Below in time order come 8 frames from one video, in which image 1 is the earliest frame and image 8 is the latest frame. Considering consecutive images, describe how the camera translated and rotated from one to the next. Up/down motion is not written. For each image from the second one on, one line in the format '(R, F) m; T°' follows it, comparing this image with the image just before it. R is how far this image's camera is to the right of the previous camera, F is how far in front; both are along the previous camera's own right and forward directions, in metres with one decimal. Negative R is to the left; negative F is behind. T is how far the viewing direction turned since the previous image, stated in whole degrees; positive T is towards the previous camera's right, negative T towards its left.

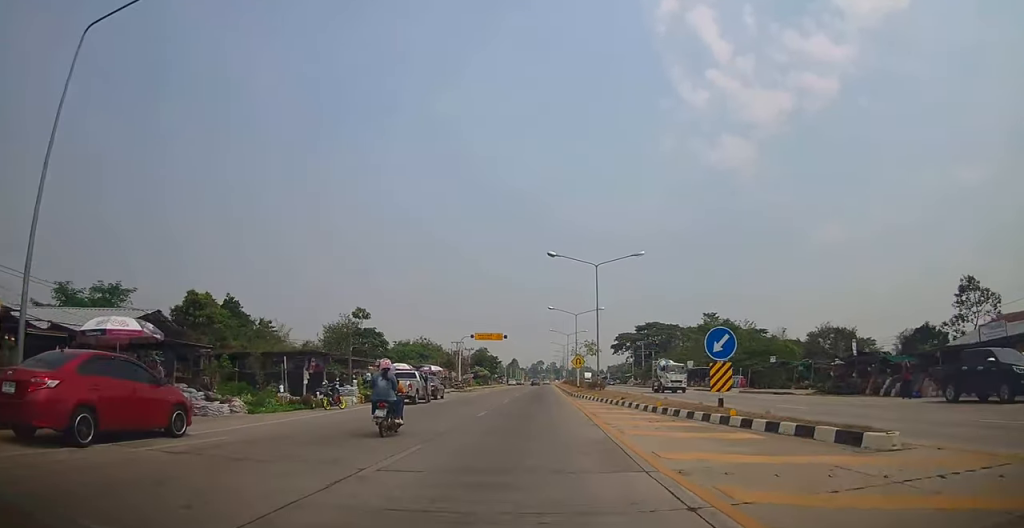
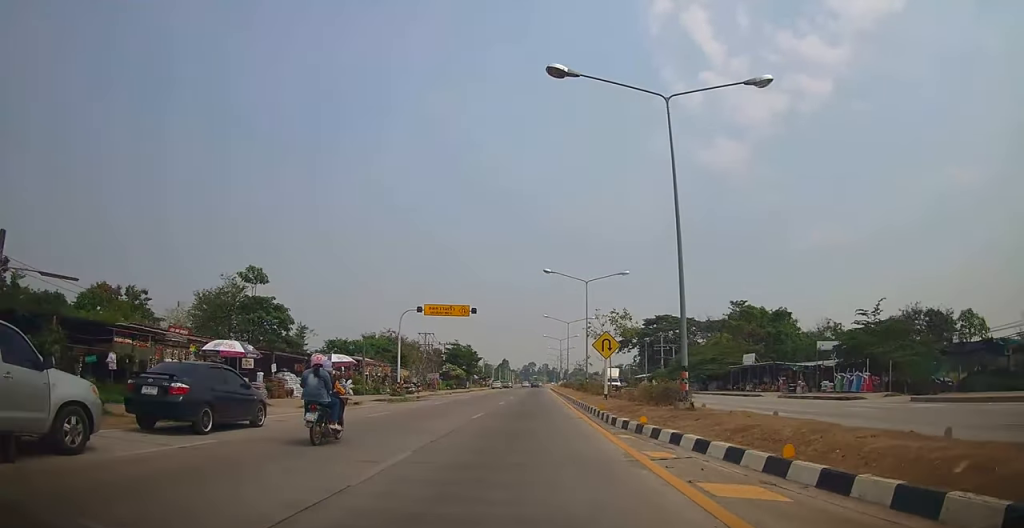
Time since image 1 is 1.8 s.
(-1.1, +24.6) m; -2°
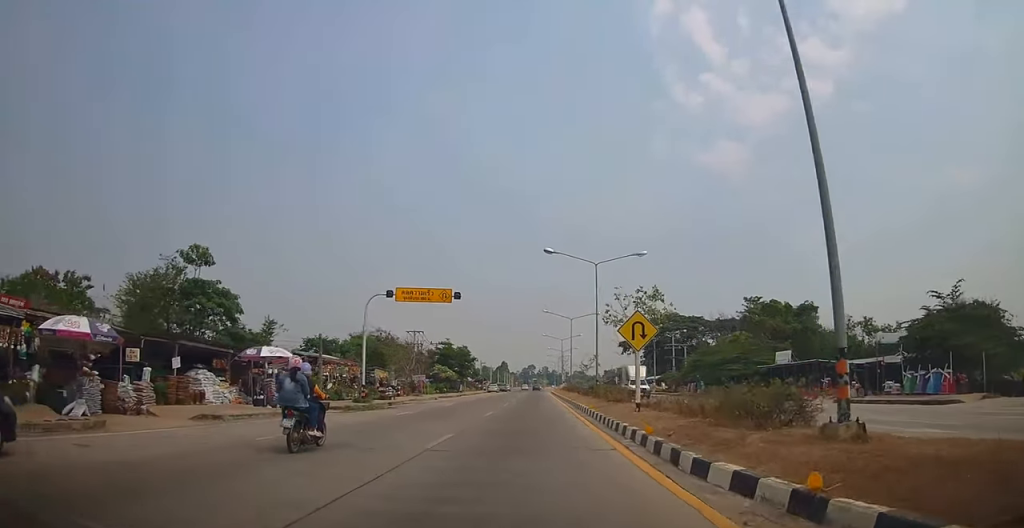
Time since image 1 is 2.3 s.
(-0.2, +7.8) m; +2°
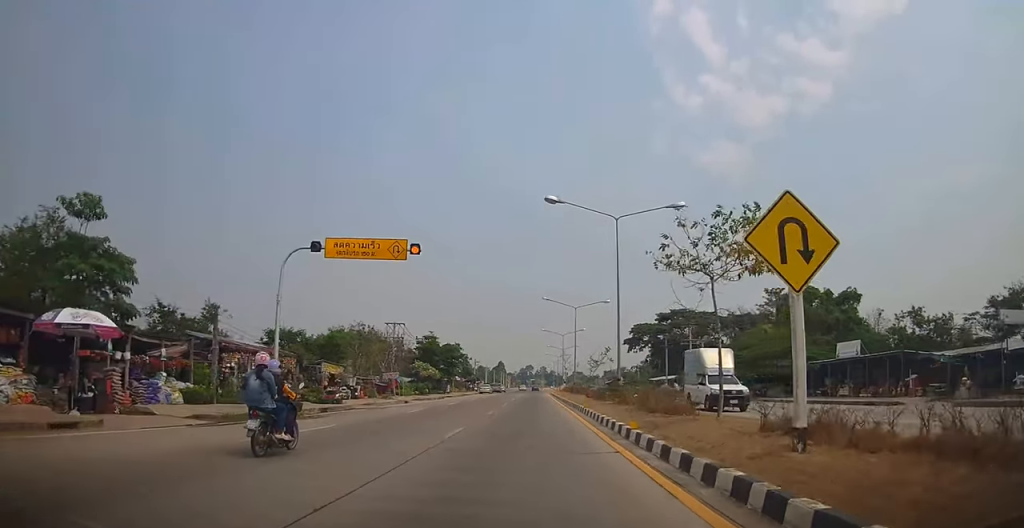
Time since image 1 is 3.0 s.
(+0.6, +10.6) m; 0°
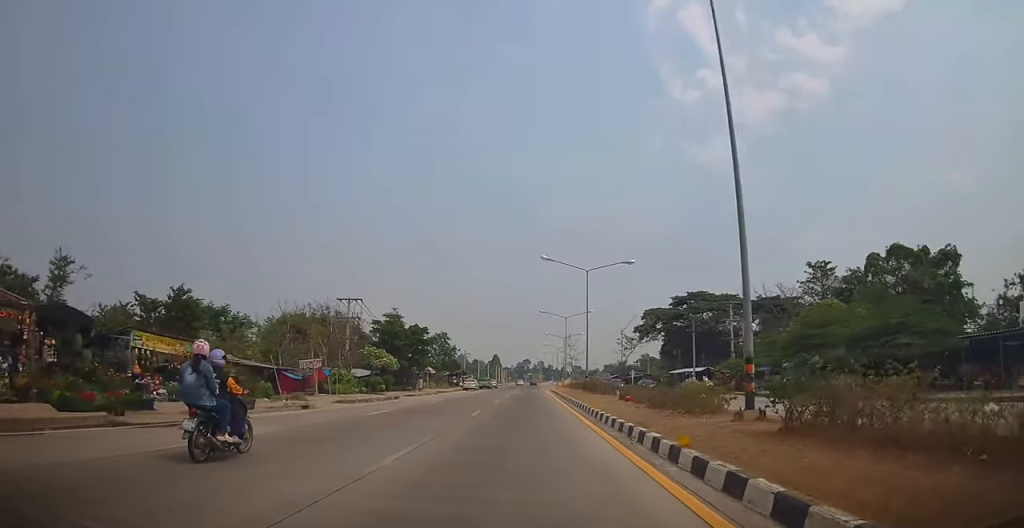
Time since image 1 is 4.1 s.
(-0.4, +16.6) m; -2°
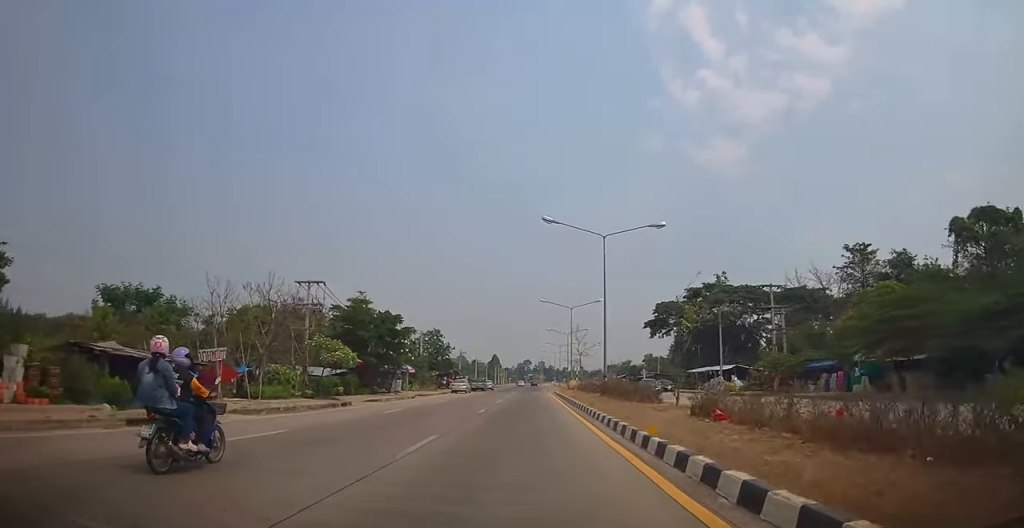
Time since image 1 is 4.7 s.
(-0.1, +10.1) m; +1°
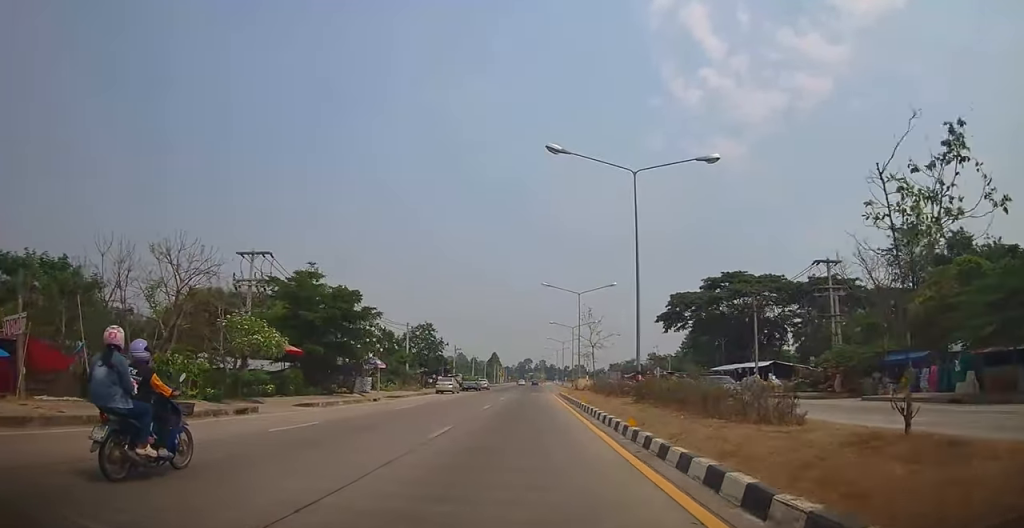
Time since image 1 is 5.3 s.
(-0.2, +9.7) m; +2°
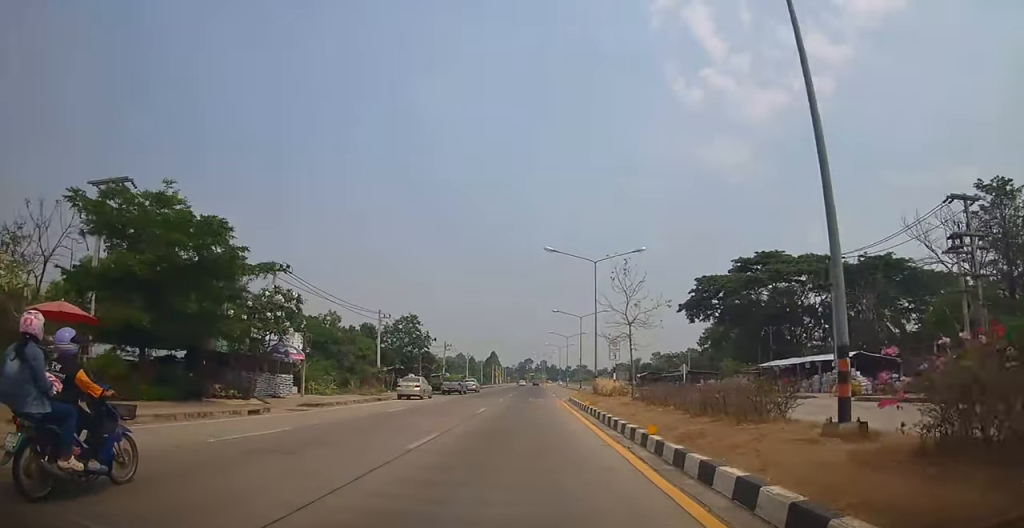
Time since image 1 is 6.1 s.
(+0.8, +14.0) m; 0°
